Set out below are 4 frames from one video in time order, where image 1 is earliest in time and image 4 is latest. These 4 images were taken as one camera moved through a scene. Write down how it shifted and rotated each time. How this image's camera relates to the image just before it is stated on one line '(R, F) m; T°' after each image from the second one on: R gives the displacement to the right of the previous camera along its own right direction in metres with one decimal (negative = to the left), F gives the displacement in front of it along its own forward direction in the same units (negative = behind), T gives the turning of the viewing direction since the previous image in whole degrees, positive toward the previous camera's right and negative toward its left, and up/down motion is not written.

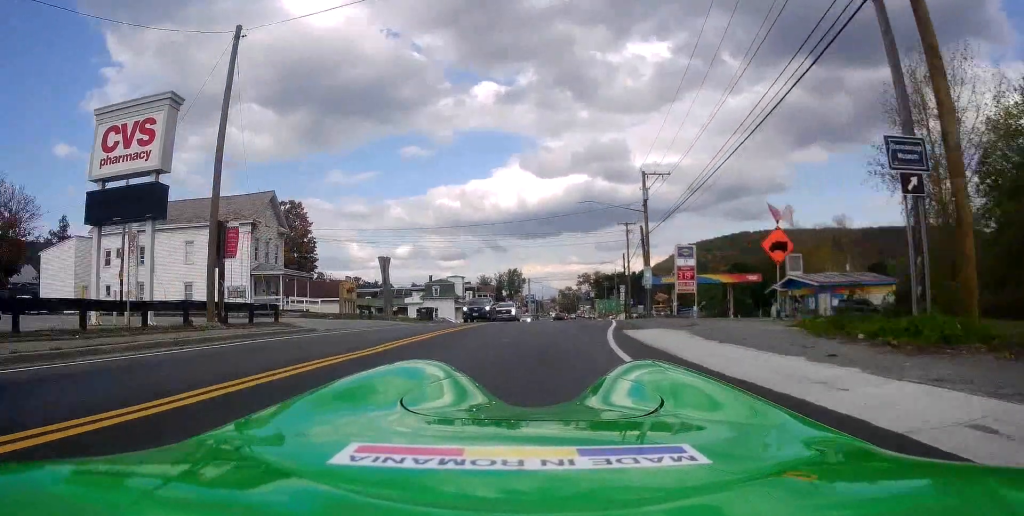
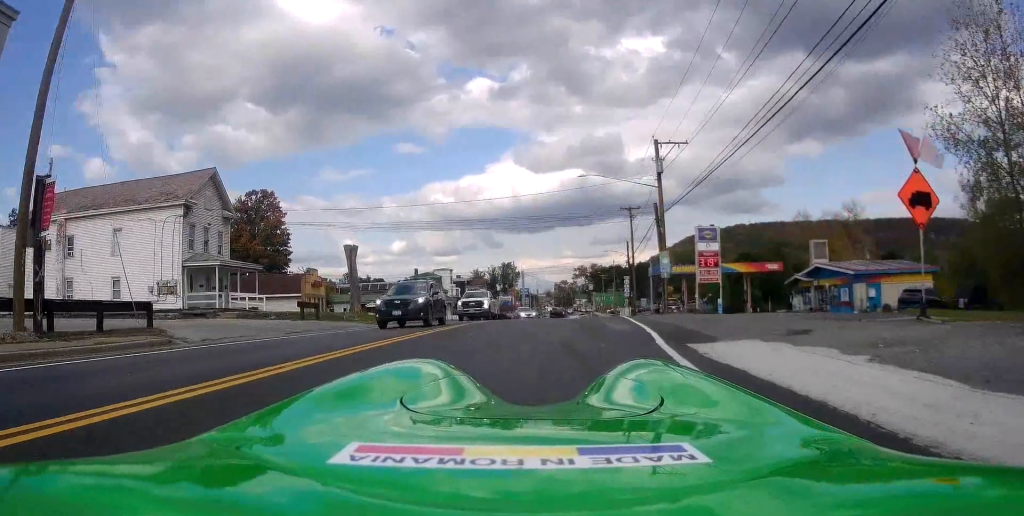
(-0.3, +8.4) m; -1°
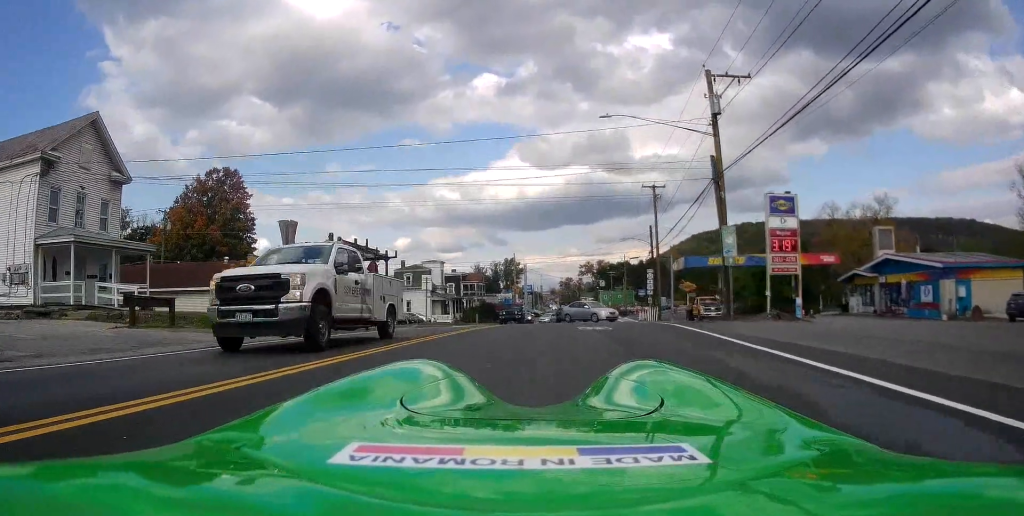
(+0.6, +13.3) m; +5°
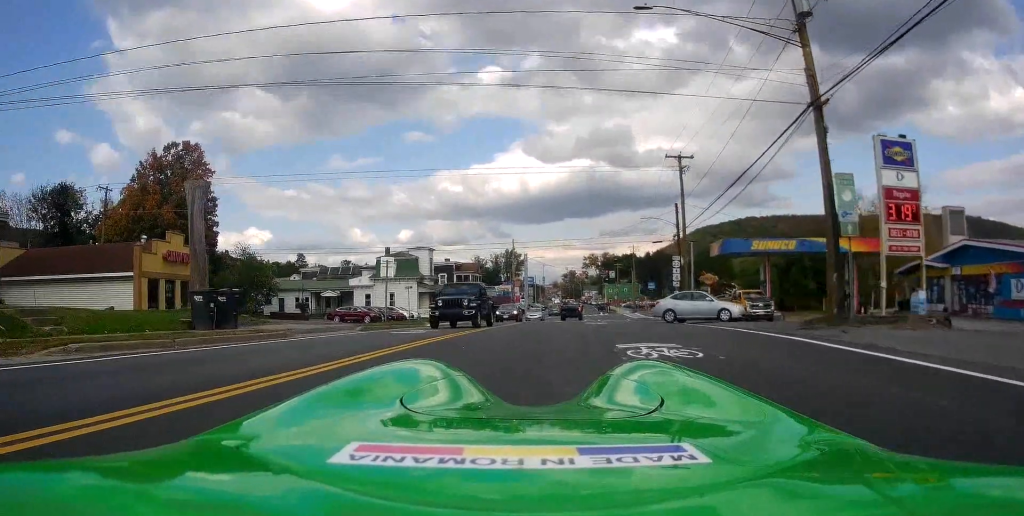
(+0.1, +11.7) m; -3°
